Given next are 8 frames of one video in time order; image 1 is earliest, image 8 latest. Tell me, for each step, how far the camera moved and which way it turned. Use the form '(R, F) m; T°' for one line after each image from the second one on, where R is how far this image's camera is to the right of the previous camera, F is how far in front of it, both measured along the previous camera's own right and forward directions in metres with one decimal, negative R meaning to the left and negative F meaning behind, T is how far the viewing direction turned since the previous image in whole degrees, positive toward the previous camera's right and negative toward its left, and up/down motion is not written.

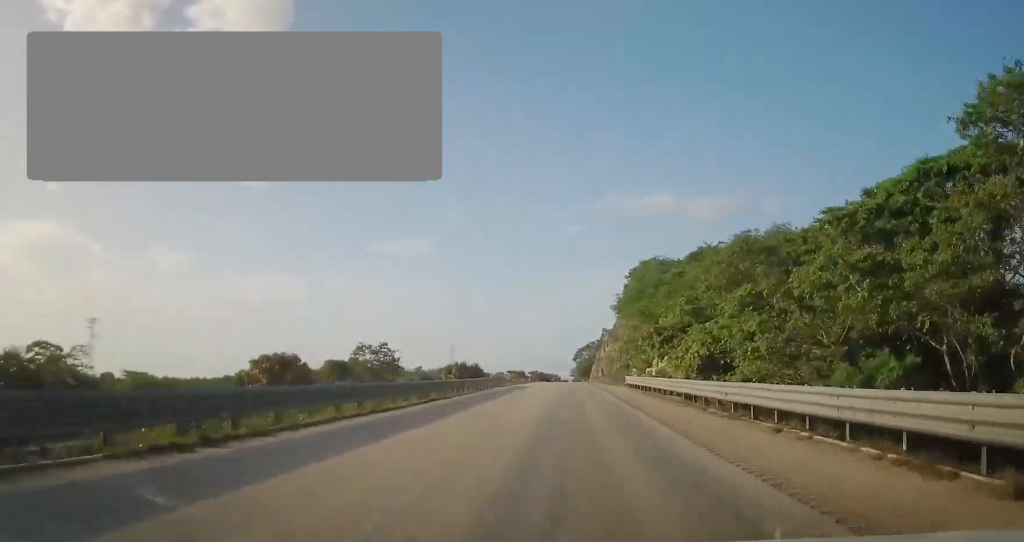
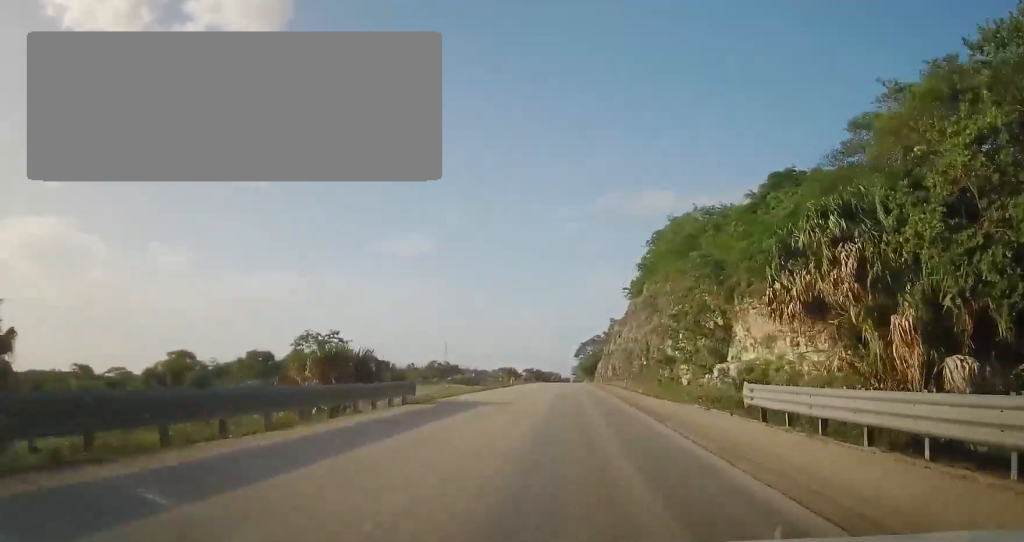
(+0.2, +33.0) m; 0°
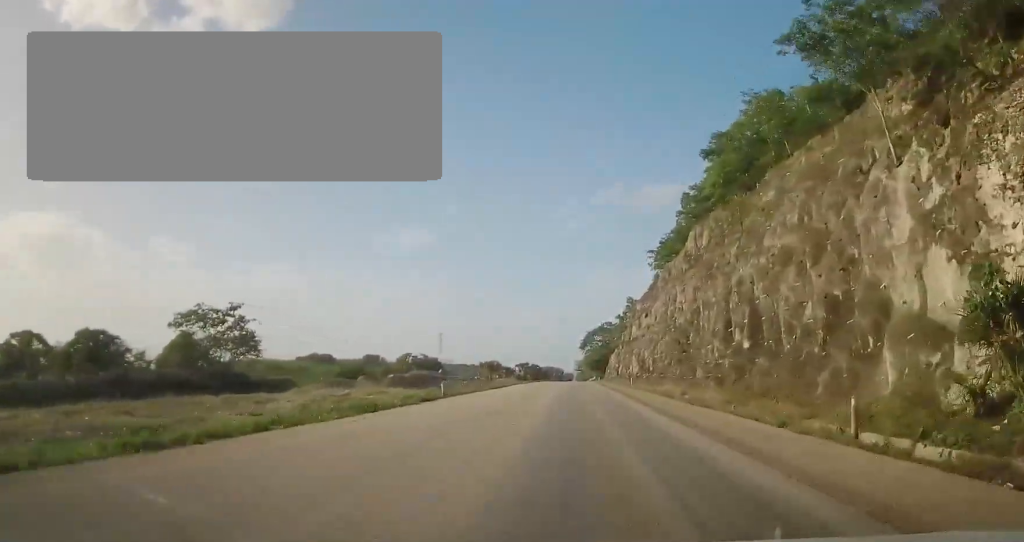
(-0.1, +38.8) m; 0°
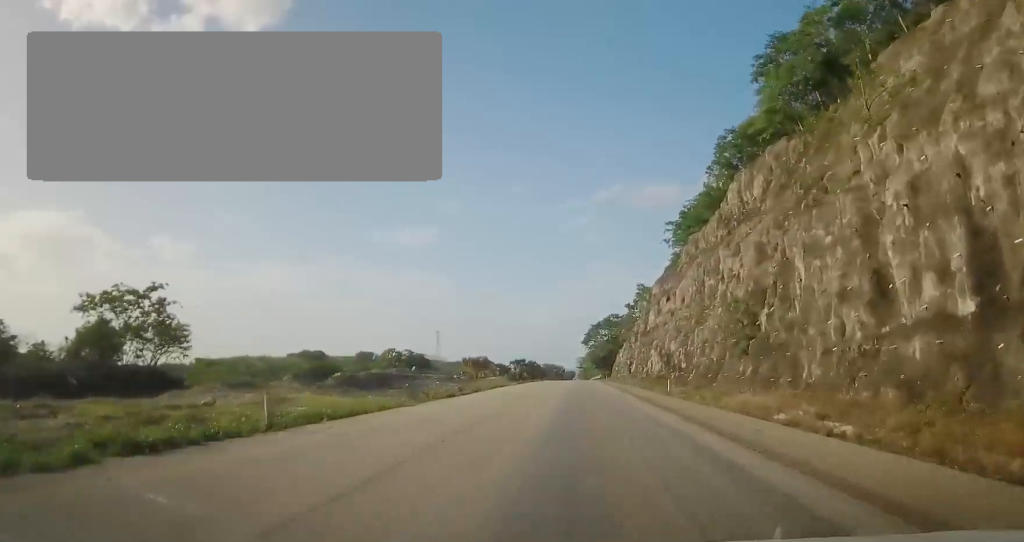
(0.0, +17.9) m; 0°
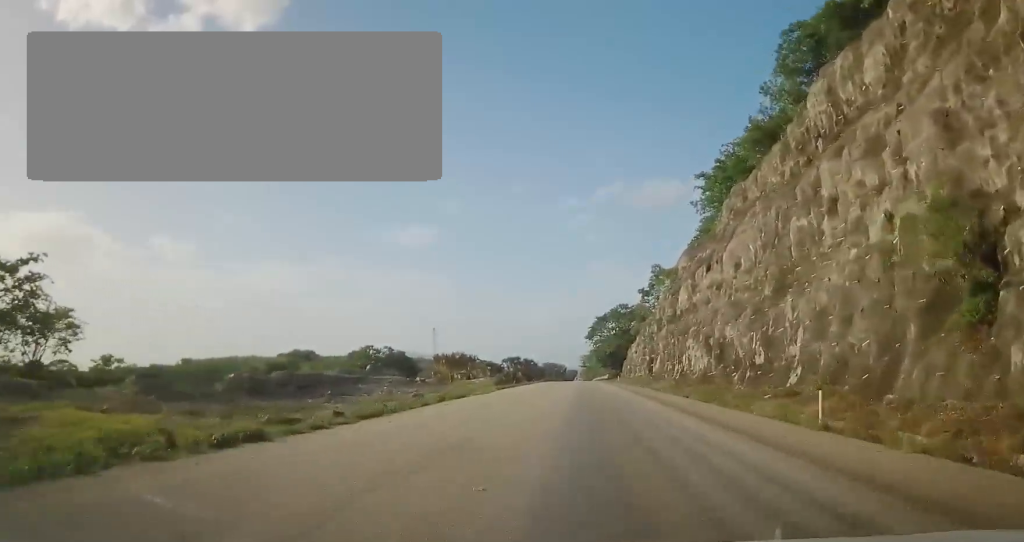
(0.0, +19.3) m; 0°
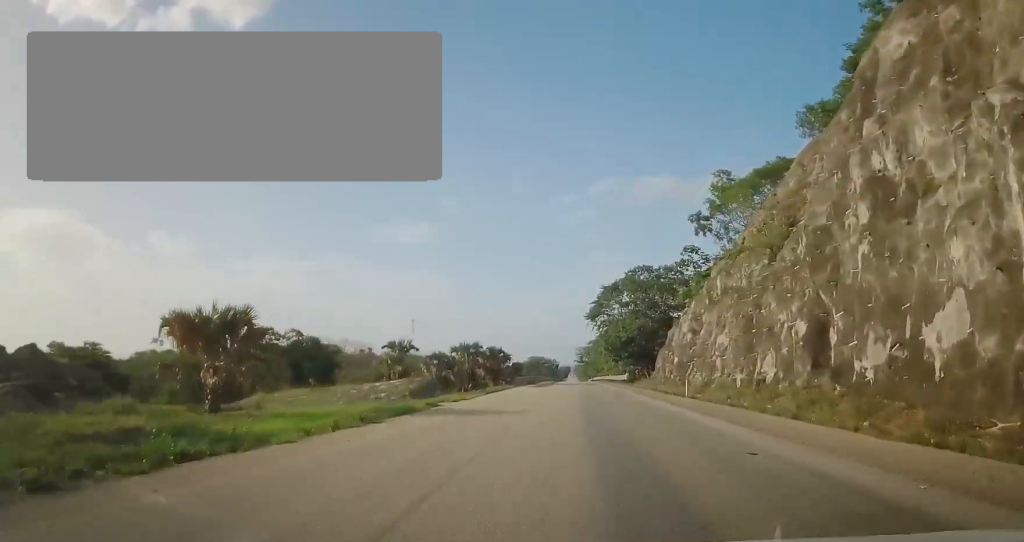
(-0.1, +46.0) m; 0°
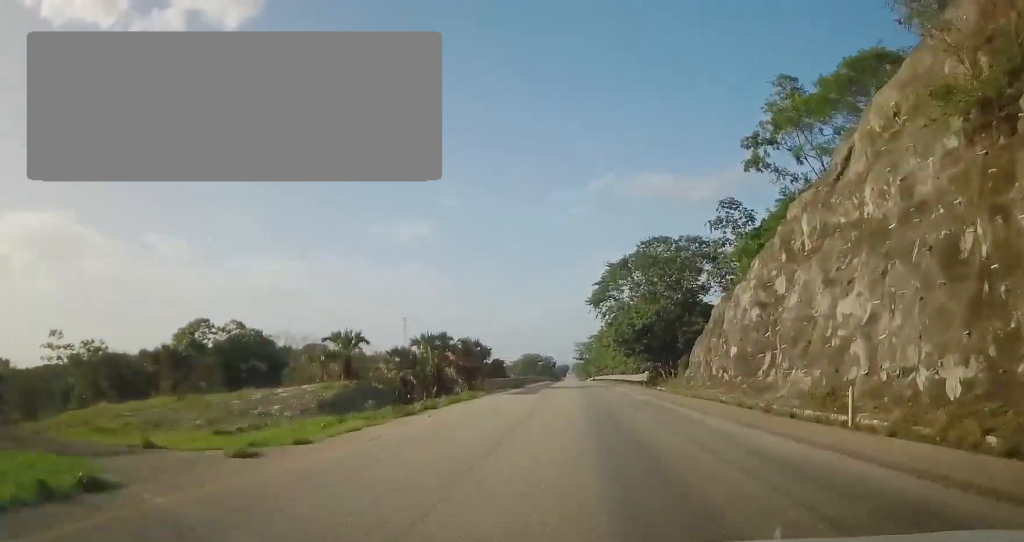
(-0.1, +17.7) m; 0°
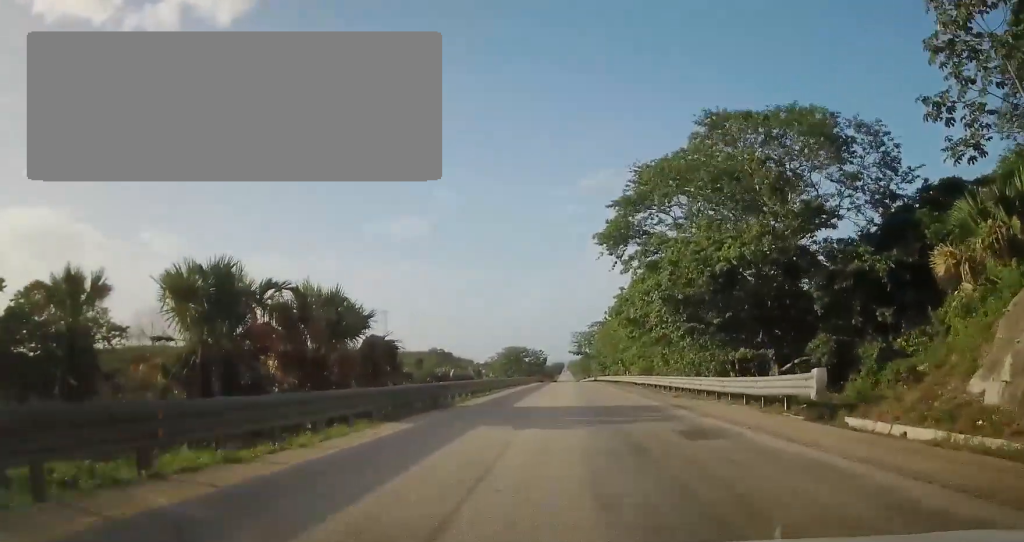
(+0.2, +33.8) m; +1°
